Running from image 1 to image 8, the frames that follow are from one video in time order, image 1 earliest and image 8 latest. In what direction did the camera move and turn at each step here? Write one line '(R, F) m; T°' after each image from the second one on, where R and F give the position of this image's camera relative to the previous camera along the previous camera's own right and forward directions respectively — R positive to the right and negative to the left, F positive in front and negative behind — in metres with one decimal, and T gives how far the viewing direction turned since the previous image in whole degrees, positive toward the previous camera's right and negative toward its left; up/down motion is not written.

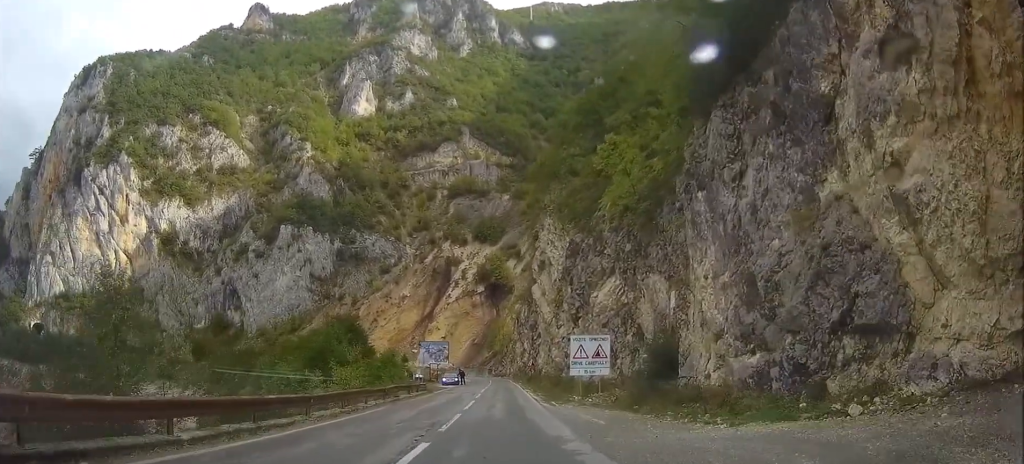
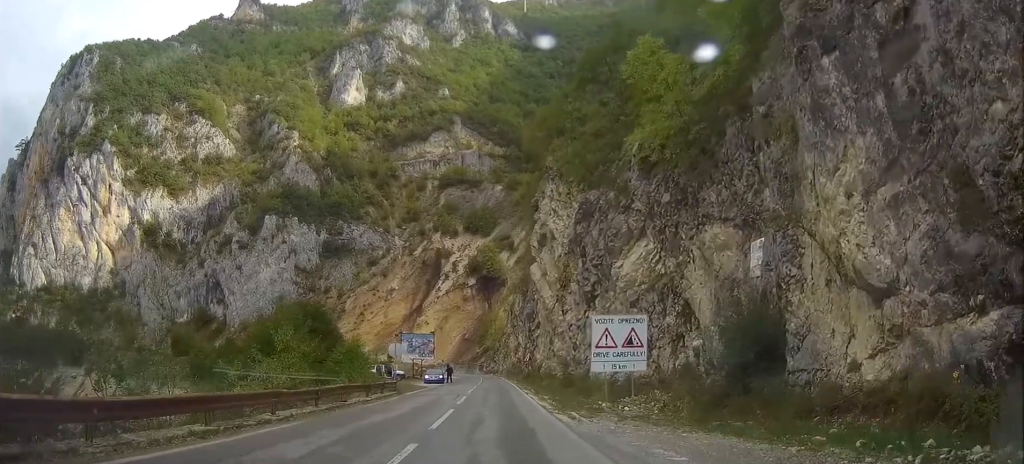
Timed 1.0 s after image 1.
(0.0, +10.7) m; 0°
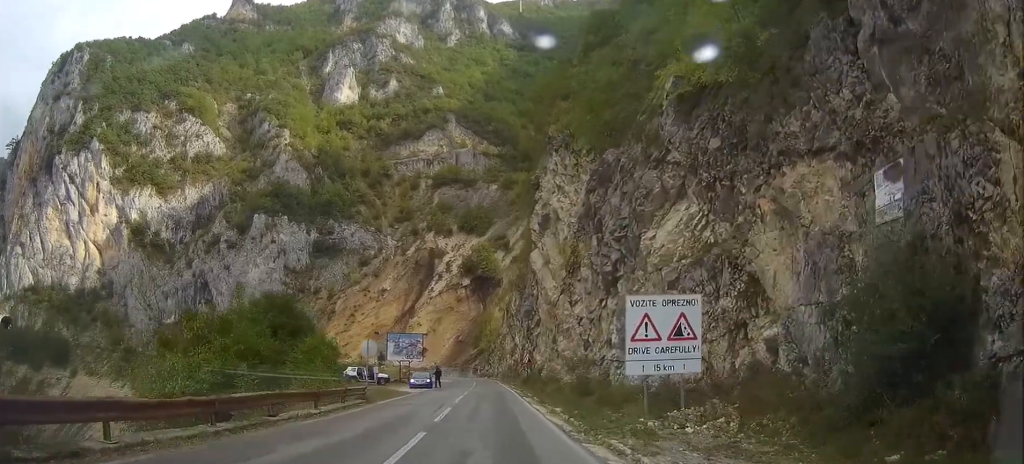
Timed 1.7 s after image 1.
(0.0, +7.2) m; 0°
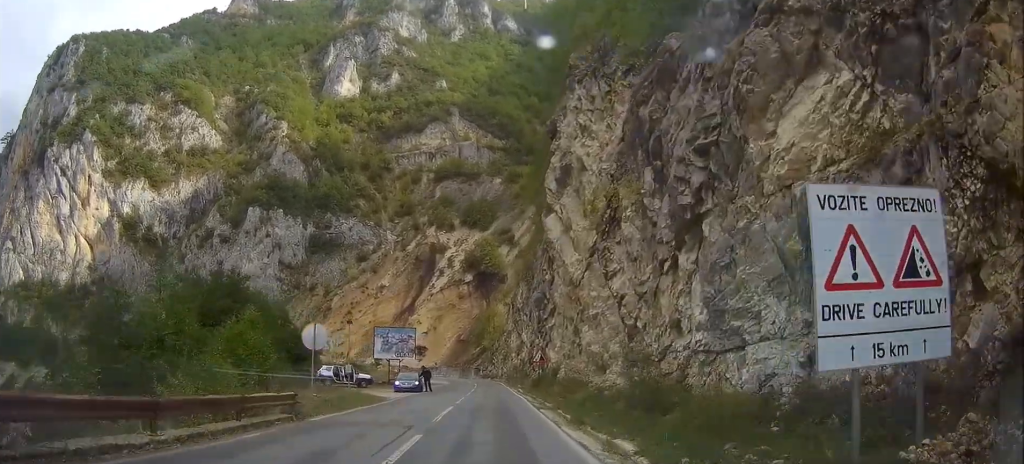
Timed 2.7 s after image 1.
(0.0, +11.2) m; 0°
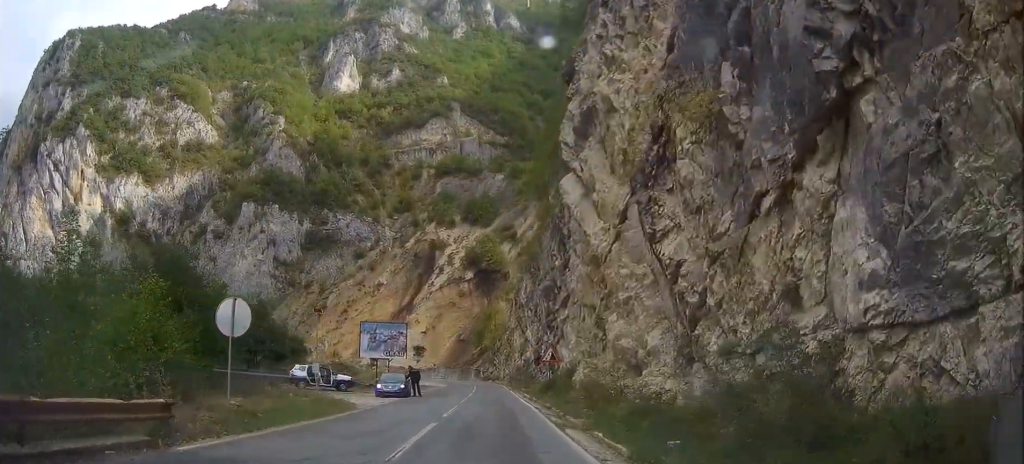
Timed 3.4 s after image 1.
(0.0, +8.0) m; 0°
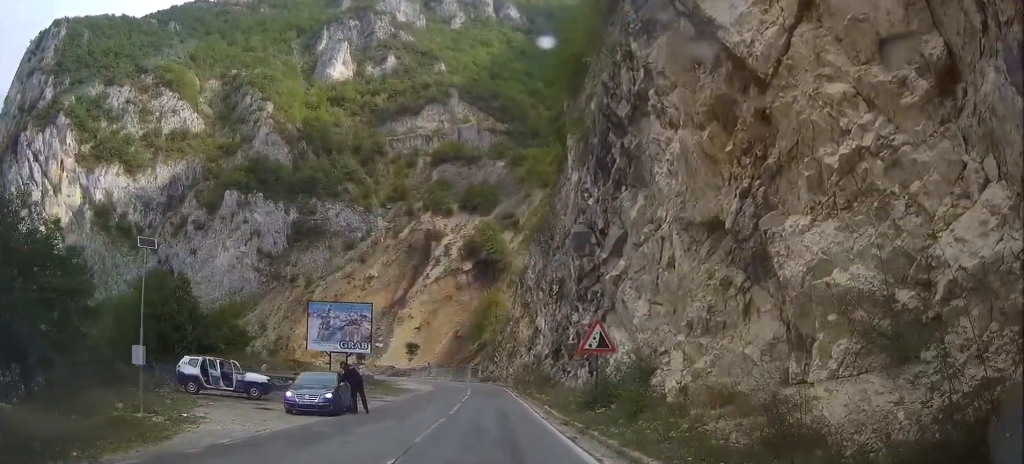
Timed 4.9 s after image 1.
(-0.1, +15.9) m; -1°
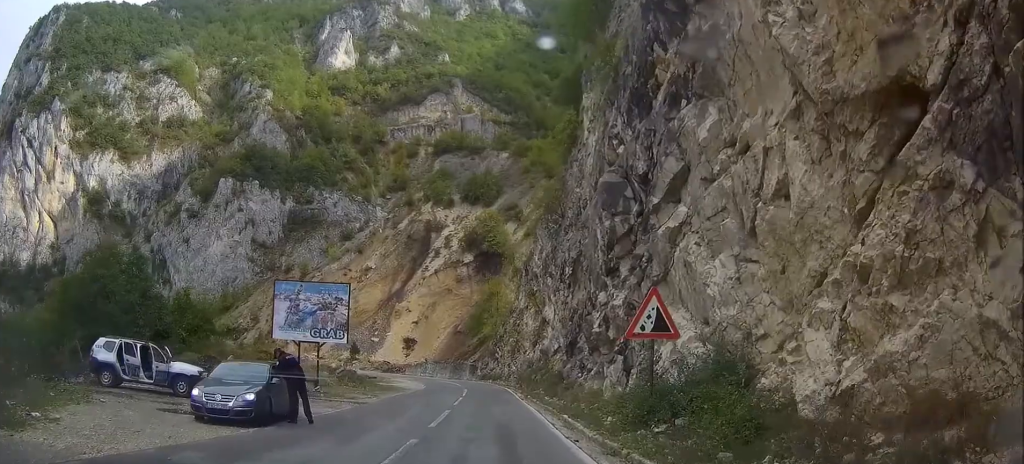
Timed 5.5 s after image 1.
(0.0, +6.1) m; -1°
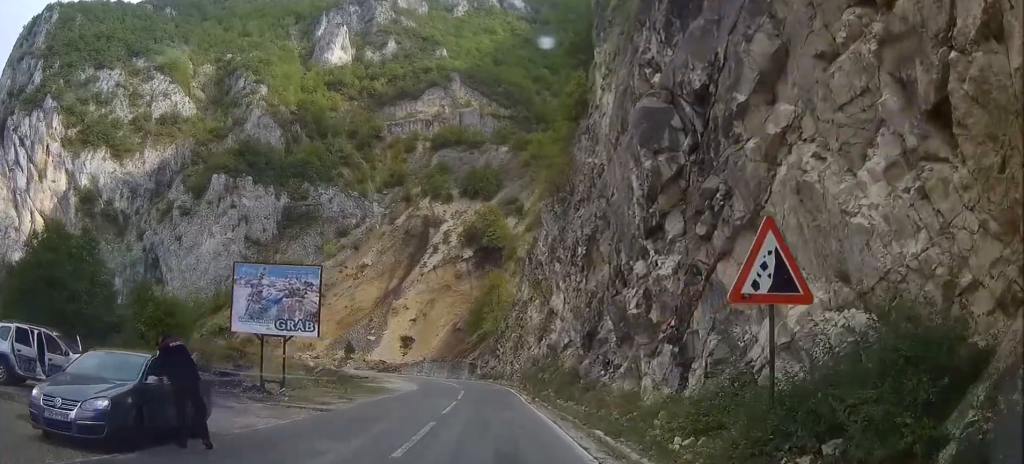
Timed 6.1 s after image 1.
(0.0, +5.4) m; 0°
